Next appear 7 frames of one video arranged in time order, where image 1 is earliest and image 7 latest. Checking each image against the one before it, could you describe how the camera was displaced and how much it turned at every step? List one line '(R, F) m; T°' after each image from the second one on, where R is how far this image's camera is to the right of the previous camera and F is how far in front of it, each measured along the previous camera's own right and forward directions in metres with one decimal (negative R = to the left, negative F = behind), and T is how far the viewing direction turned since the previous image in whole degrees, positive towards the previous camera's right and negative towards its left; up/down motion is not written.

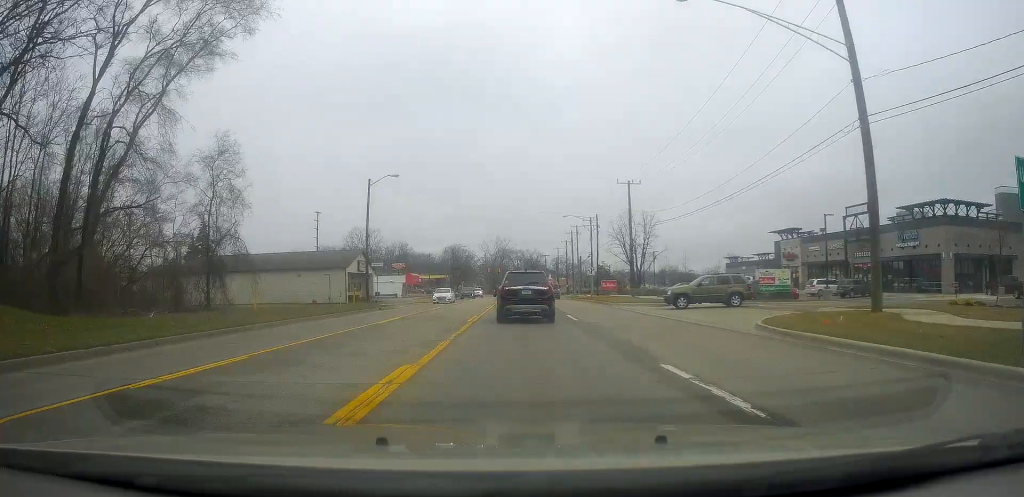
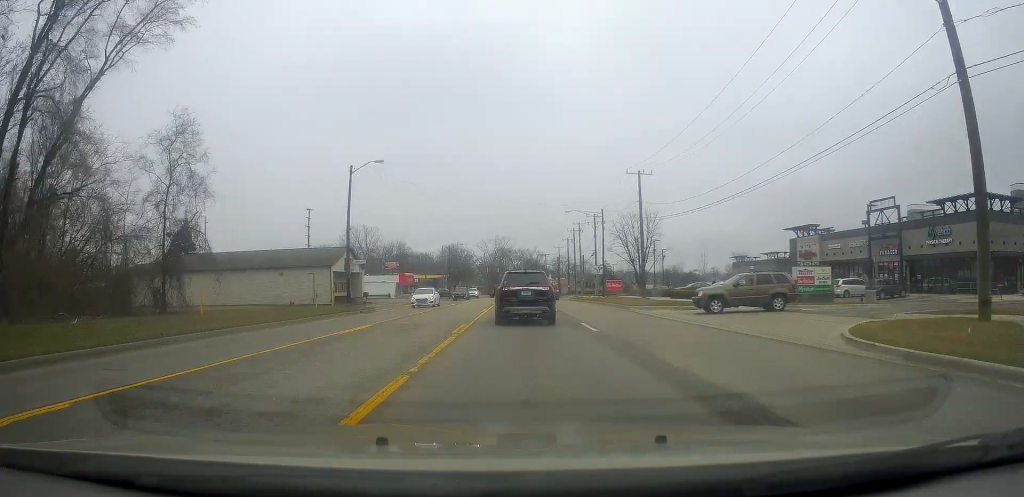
(-0.2, +5.2) m; 0°
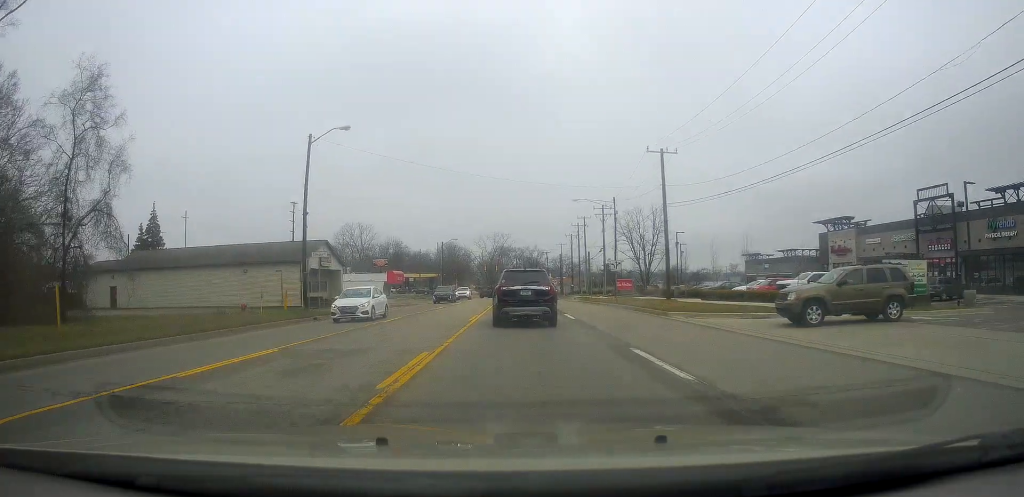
(-0.3, +8.6) m; 0°
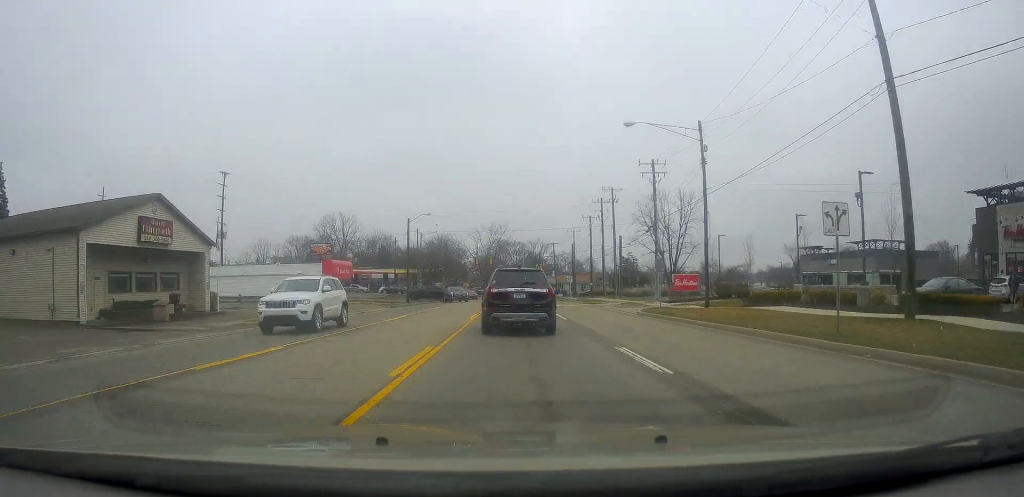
(+0.2, +28.5) m; +2°
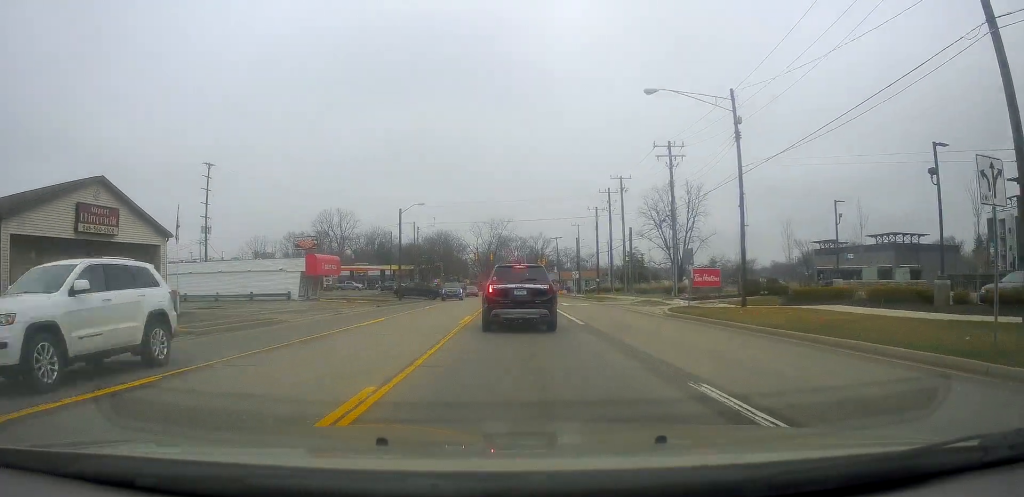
(+0.1, +5.1) m; +1°
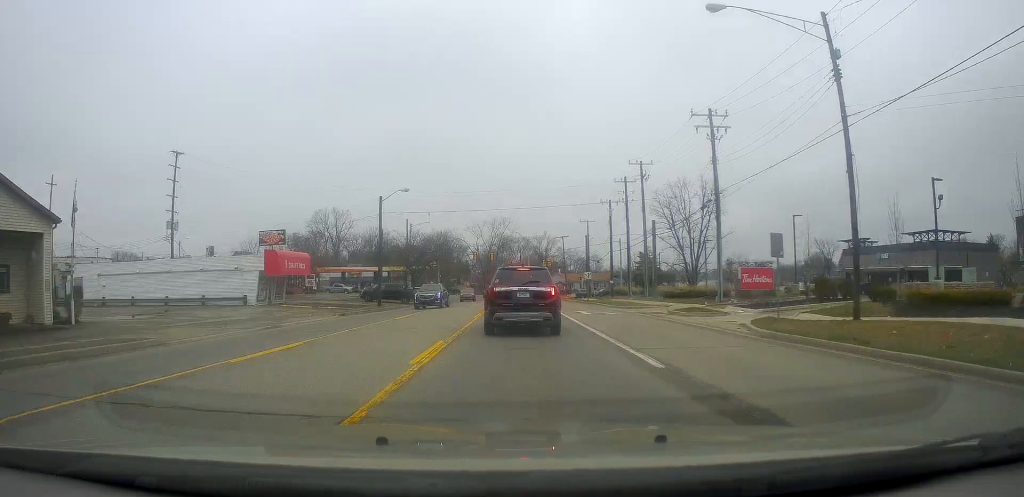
(0.0, +9.5) m; 0°
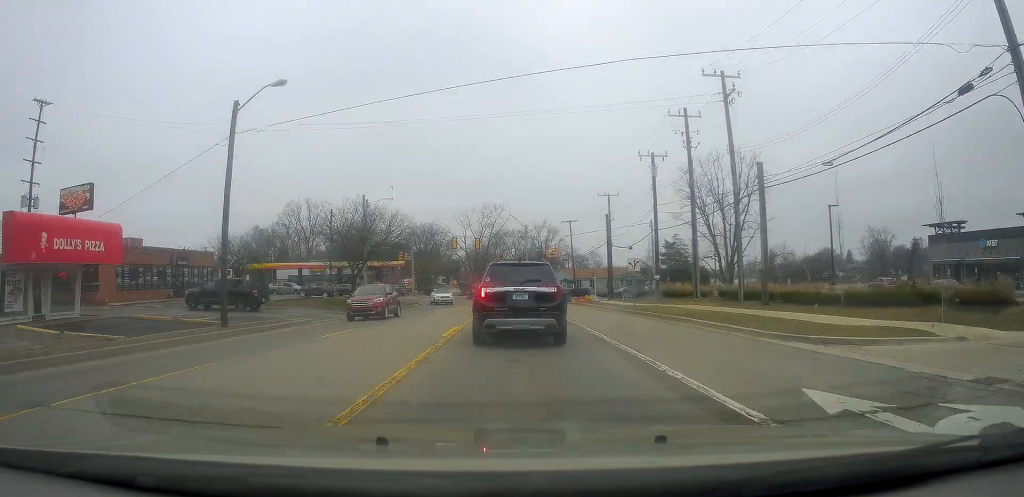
(0.0, +24.6) m; 0°
